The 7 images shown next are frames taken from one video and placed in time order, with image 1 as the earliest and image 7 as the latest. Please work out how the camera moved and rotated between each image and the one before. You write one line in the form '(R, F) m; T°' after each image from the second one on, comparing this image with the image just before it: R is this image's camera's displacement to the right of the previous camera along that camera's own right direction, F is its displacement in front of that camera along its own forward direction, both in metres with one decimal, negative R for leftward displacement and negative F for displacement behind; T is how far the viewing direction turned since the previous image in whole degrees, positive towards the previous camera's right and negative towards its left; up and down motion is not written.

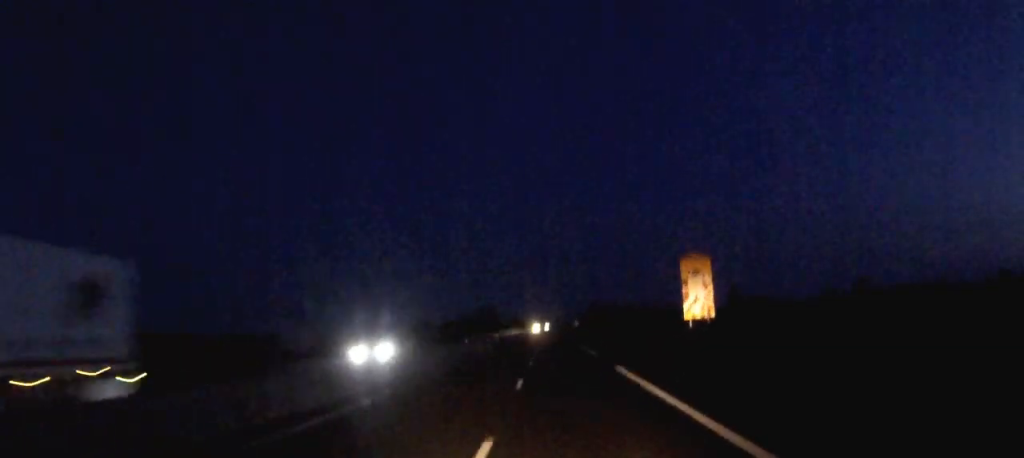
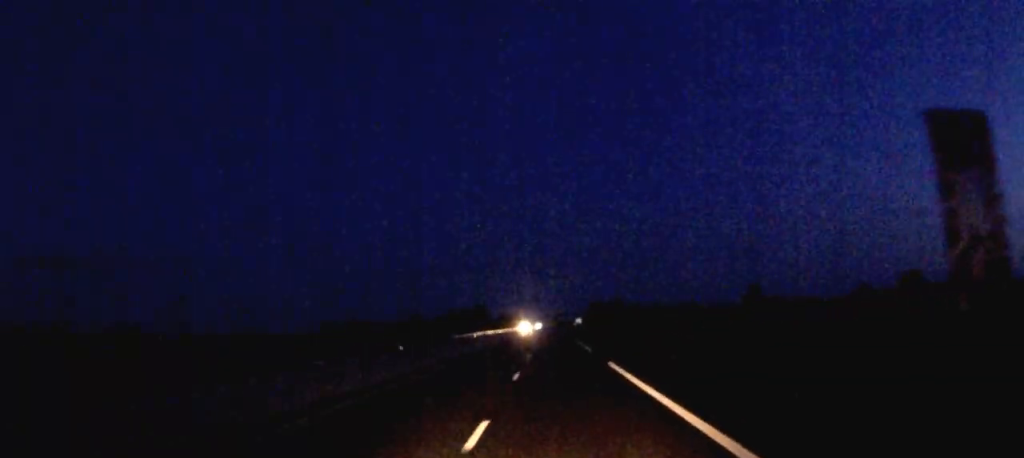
(0.0, +50.3) m; 0°
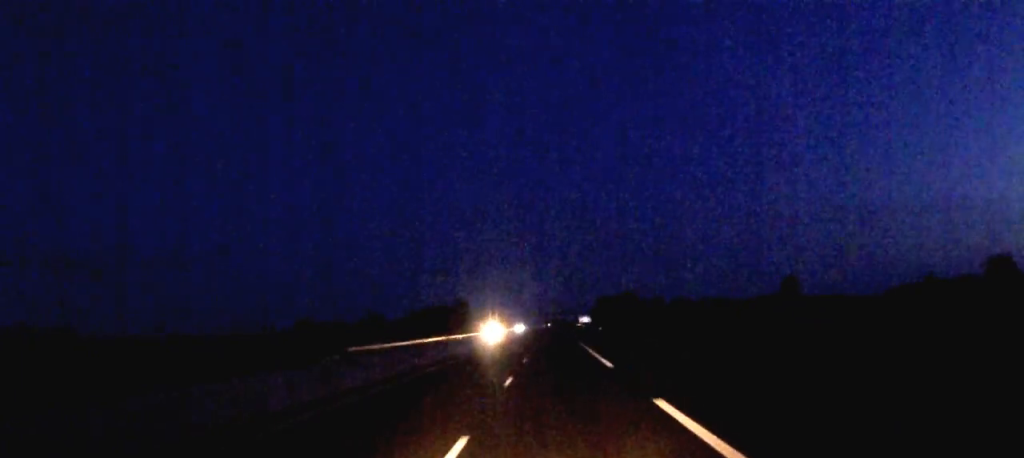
(0.0, +67.1) m; 0°
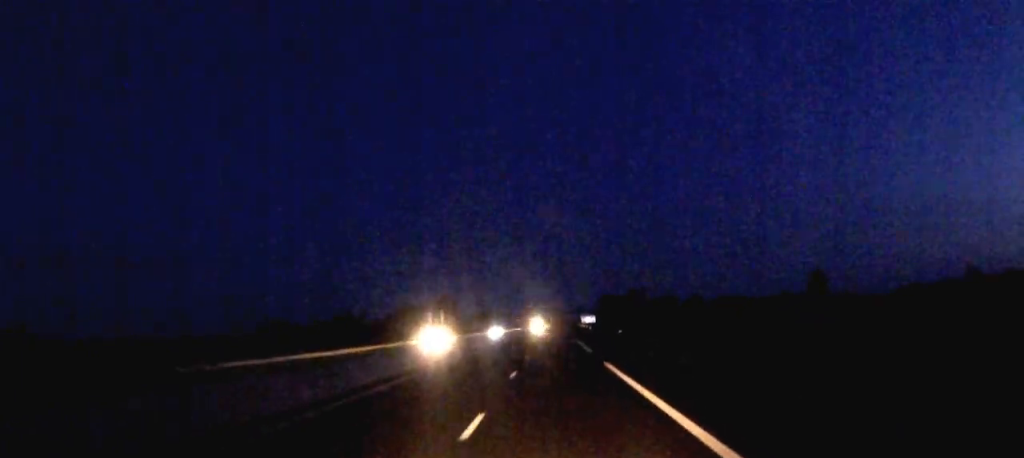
(+0.1, +36.1) m; 0°
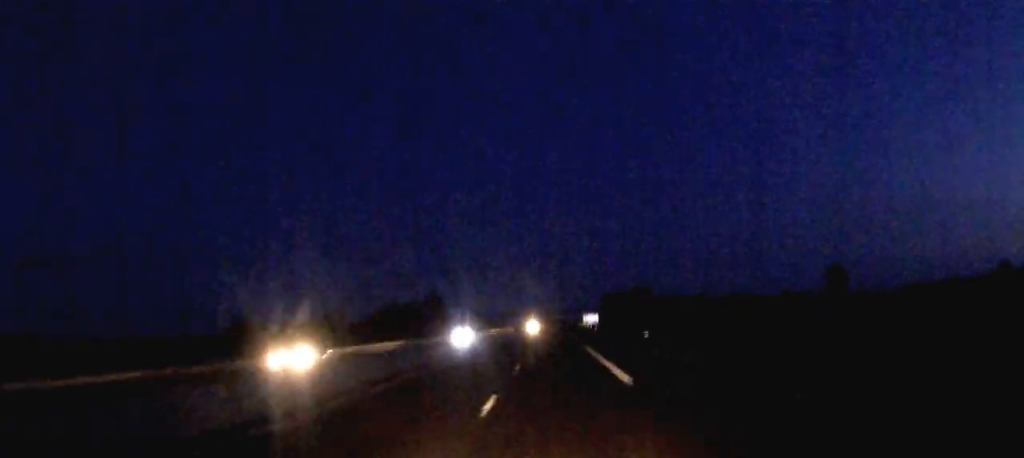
(0.0, +22.8) m; 0°
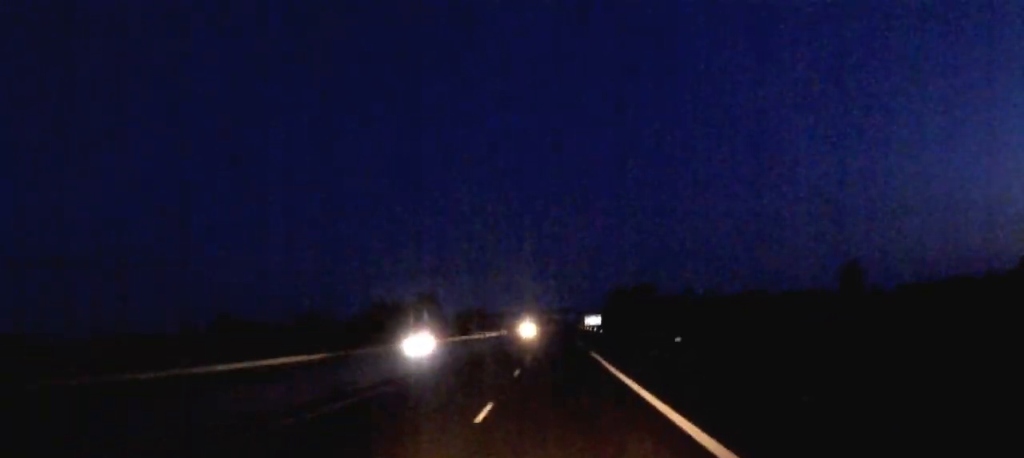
(0.0, +14.3) m; 0°
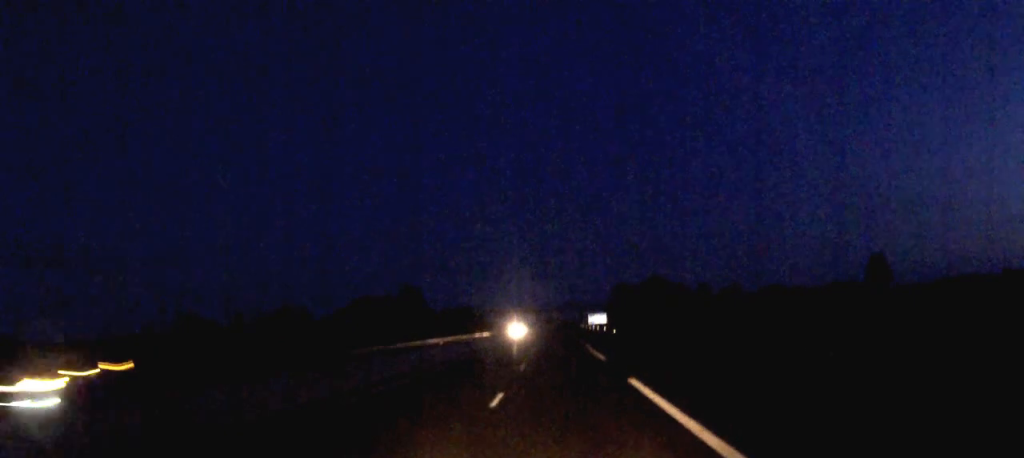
(0.0, +23.8) m; 0°
